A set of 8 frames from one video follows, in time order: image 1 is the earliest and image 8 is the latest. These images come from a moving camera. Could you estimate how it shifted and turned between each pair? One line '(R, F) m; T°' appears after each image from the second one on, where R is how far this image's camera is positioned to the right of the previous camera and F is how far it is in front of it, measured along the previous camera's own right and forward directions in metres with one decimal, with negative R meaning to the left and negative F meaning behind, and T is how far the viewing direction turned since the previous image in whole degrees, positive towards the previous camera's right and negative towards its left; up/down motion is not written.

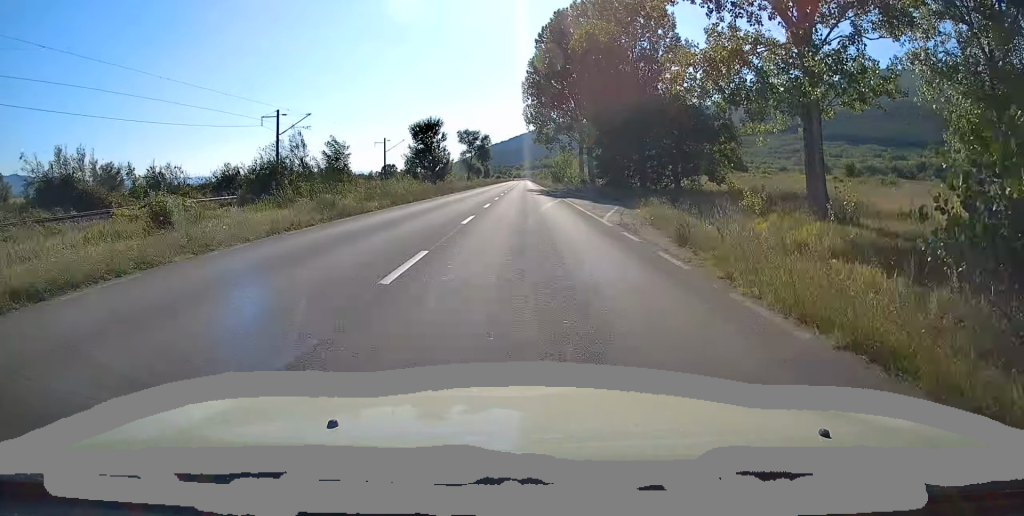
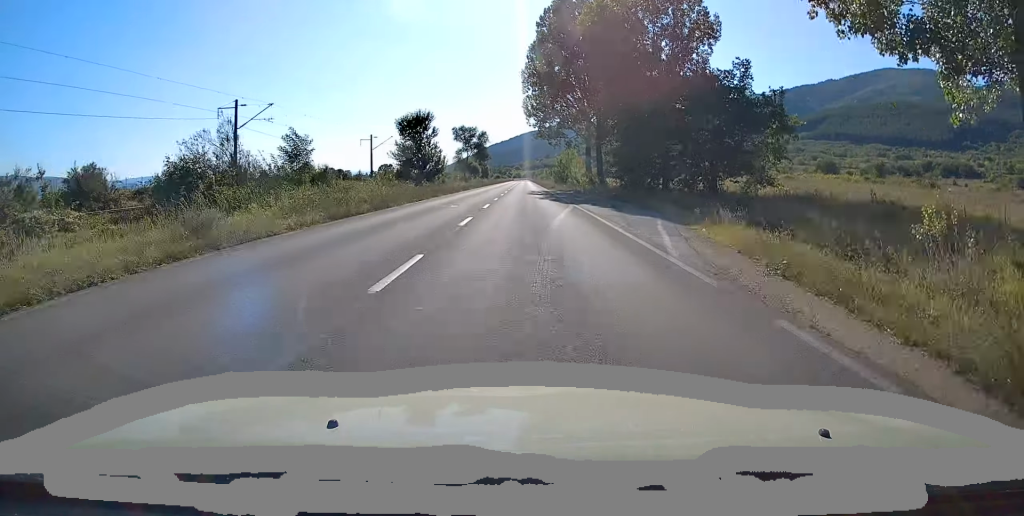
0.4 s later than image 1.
(0.0, +9.5) m; 0°
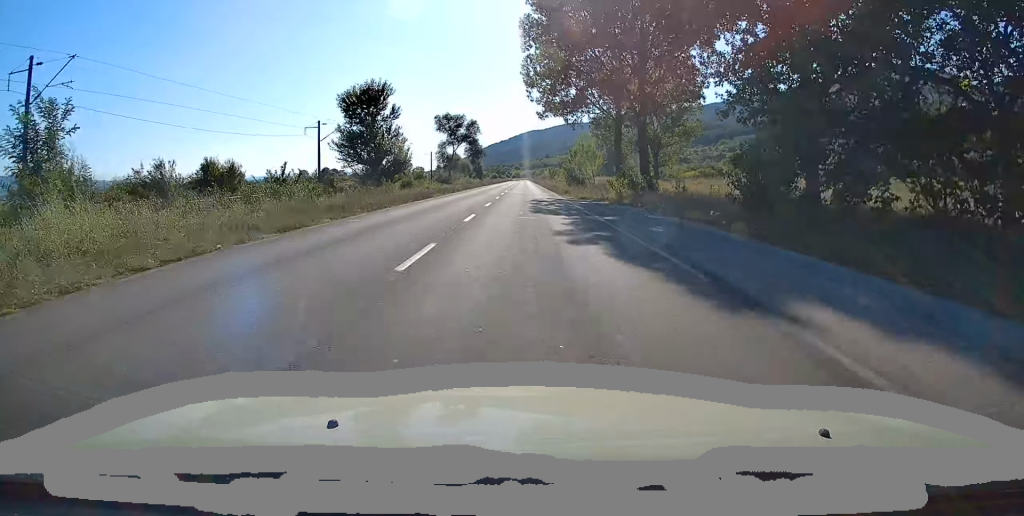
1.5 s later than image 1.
(+0.3, +25.5) m; 0°
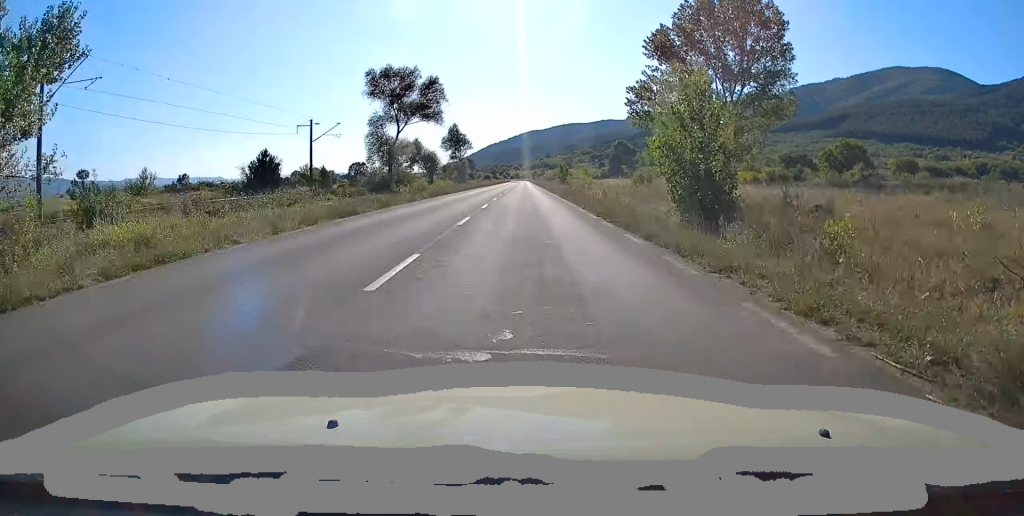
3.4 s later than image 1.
(-0.6, +46.4) m; 0°
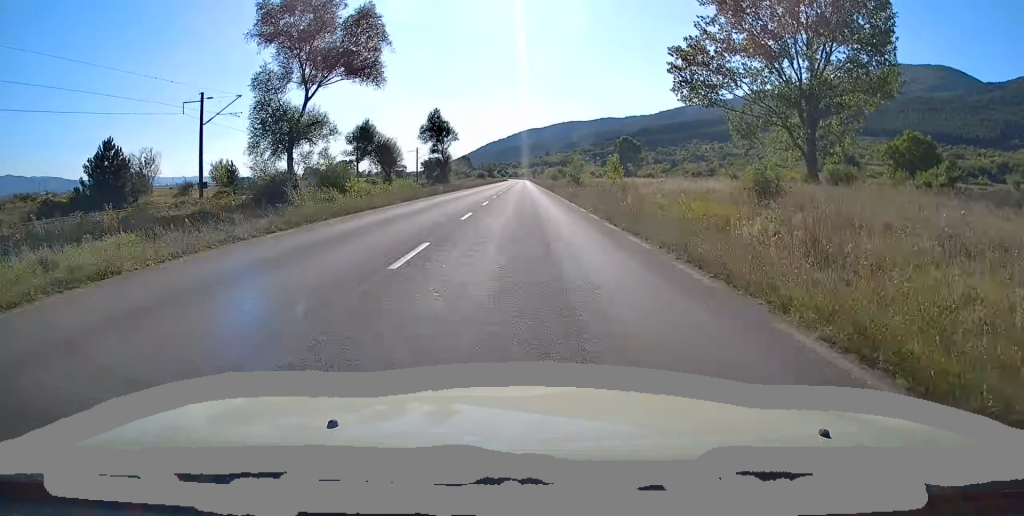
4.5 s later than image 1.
(+0.3, +25.6) m; 0°
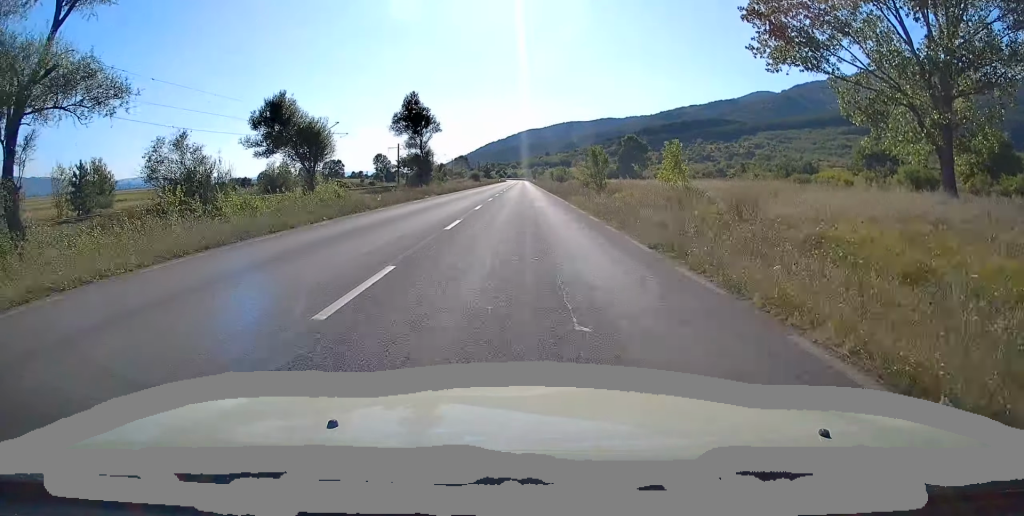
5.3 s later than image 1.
(-0.1, +20.8) m; -1°
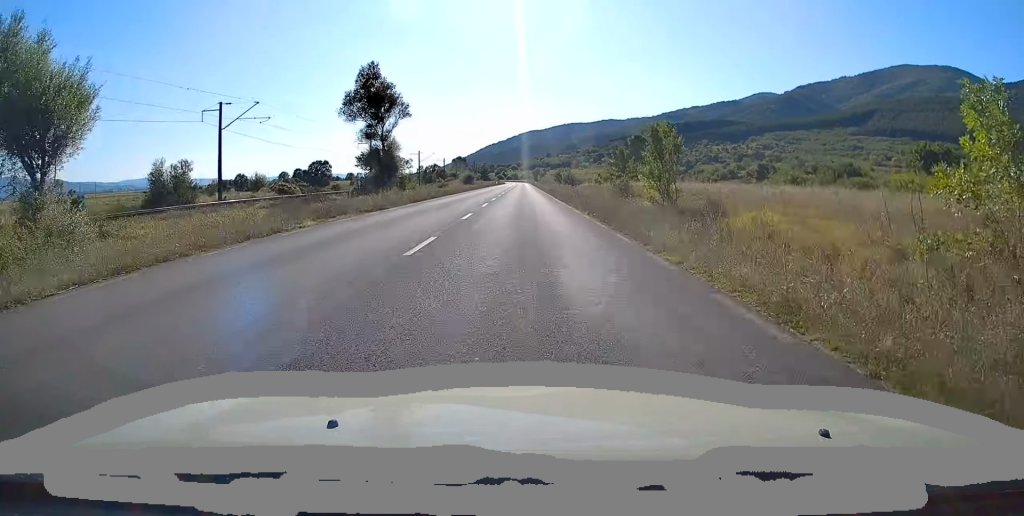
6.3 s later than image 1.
(-0.3, +22.4) m; 0°
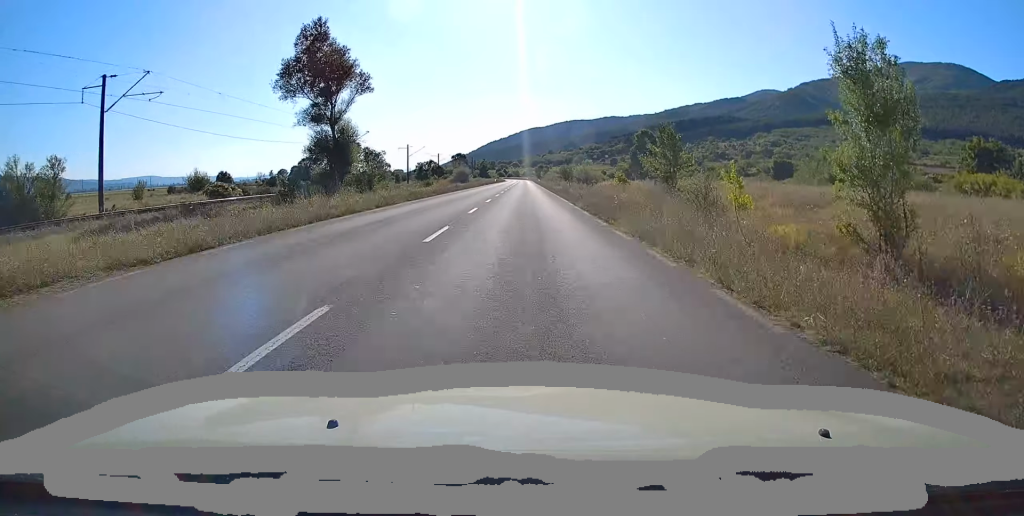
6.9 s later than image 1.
(+0.3, +16.0) m; +1°
